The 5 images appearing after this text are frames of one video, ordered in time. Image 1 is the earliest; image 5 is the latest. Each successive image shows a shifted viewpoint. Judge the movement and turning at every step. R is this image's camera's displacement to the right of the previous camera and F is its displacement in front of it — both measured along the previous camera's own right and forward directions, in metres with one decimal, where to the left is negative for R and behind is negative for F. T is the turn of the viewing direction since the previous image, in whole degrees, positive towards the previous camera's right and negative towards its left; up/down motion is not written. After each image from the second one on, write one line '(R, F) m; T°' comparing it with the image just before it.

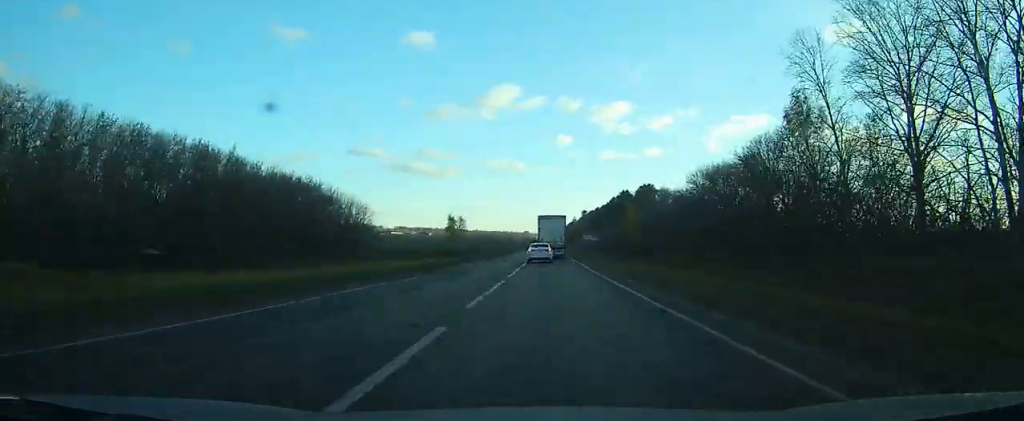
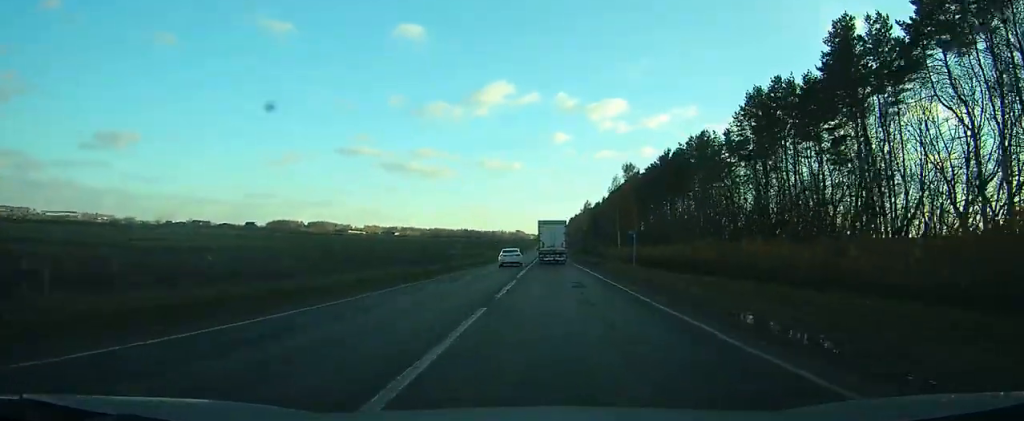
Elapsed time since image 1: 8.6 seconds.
(+0.7, +190.6) m; +1°
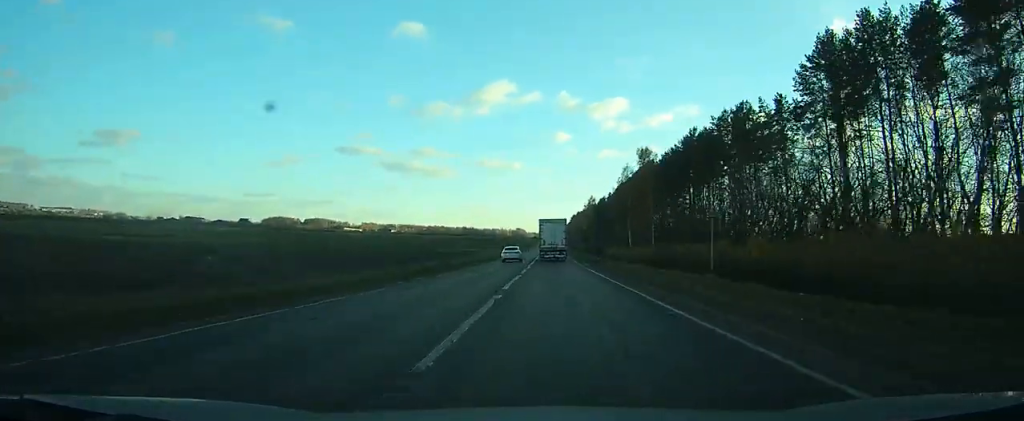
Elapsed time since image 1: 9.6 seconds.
(0.0, +22.1) m; 0°
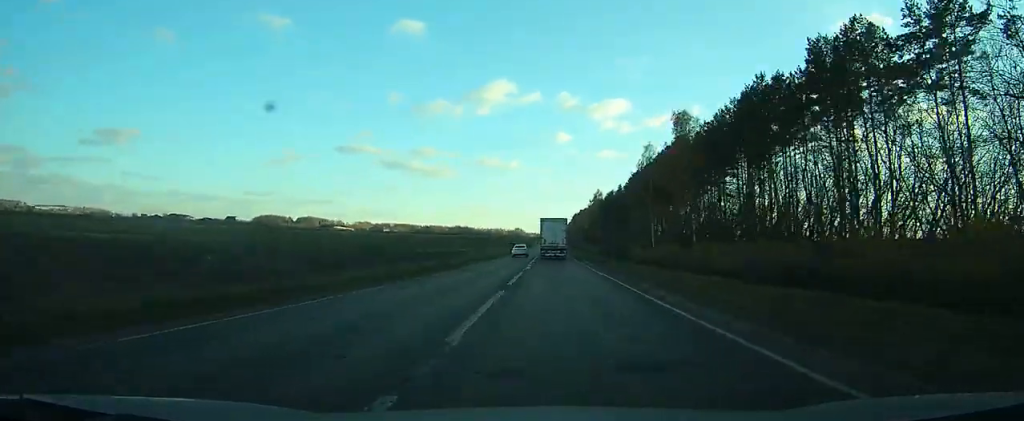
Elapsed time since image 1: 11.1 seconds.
(0.0, +34.1) m; 0°
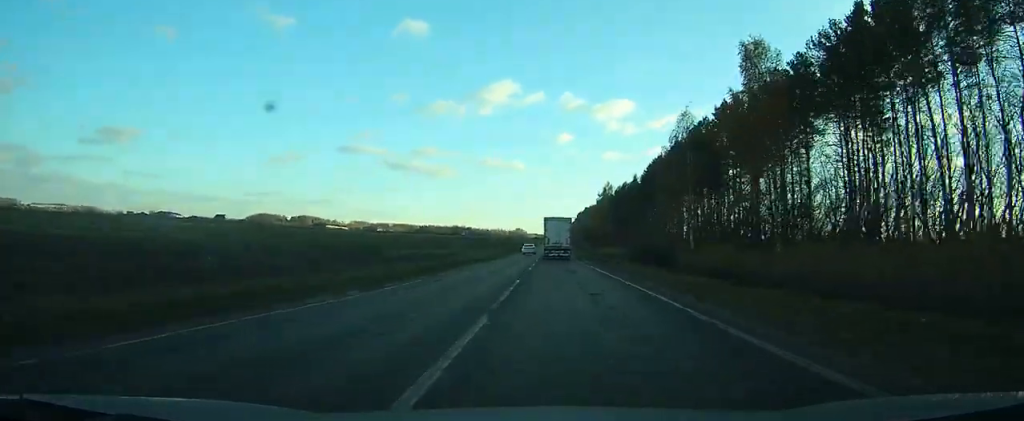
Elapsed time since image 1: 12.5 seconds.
(-0.1, +29.8) m; 0°
